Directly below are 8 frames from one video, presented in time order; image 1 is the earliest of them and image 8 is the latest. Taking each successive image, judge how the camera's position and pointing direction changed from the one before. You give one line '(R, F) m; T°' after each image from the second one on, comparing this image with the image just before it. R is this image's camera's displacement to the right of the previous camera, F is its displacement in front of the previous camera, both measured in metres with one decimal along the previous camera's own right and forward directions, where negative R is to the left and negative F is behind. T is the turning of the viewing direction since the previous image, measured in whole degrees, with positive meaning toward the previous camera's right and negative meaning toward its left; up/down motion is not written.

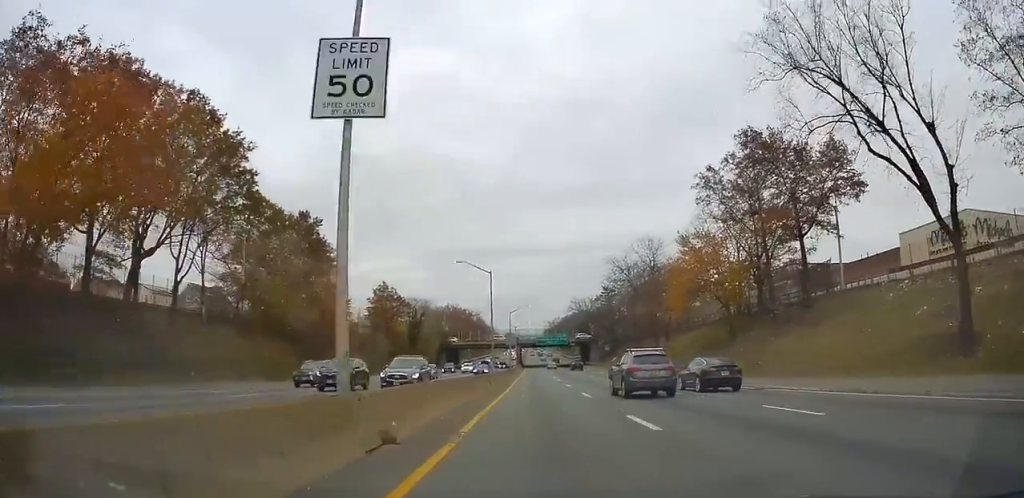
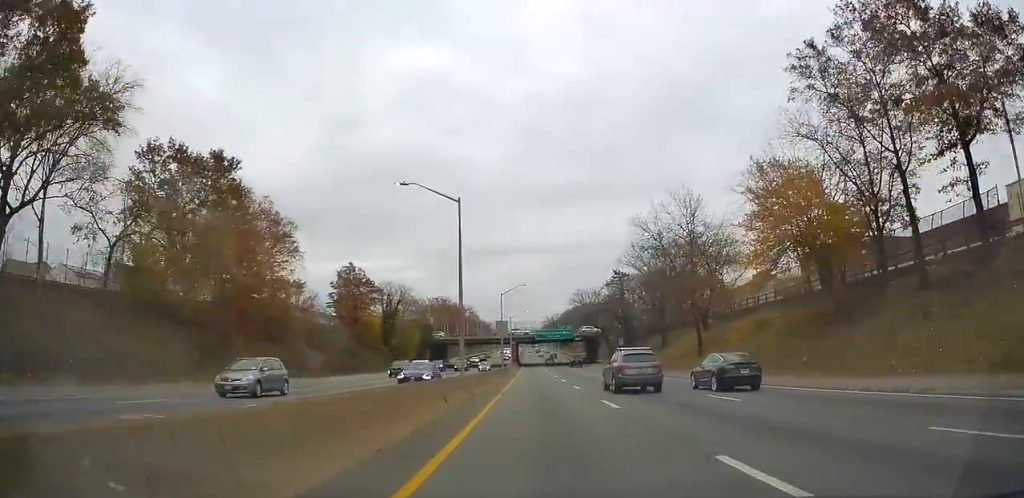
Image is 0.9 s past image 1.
(-0.5, +18.8) m; -1°
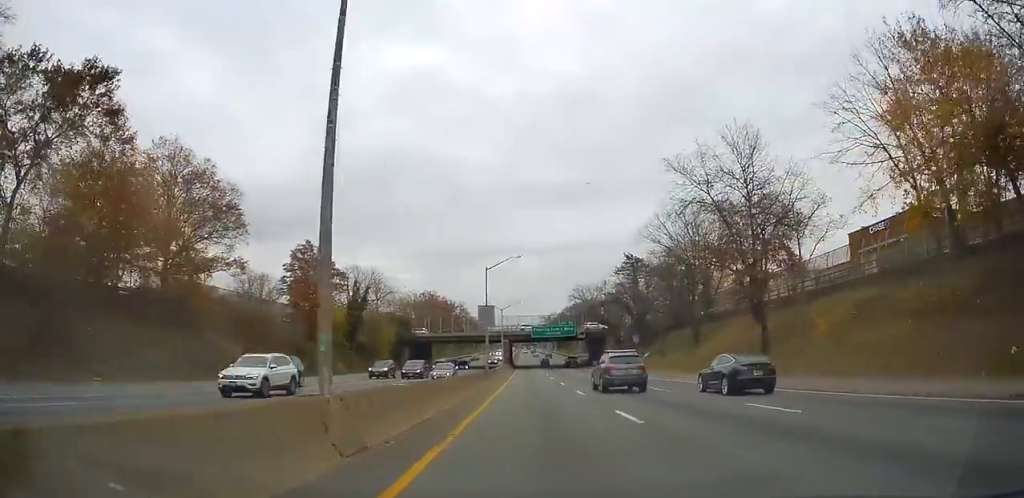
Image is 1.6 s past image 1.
(0.0, +16.1) m; +1°
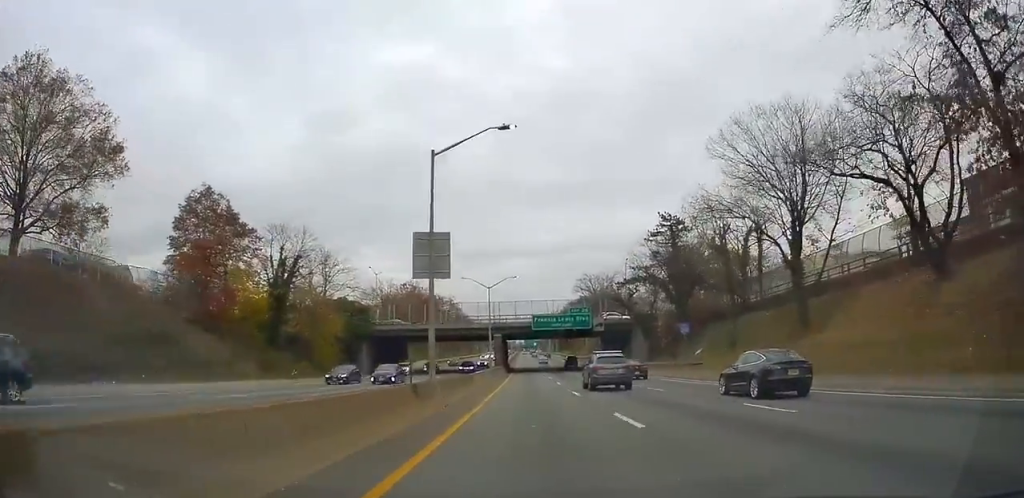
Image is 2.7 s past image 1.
(+0.4, +23.9) m; +1°
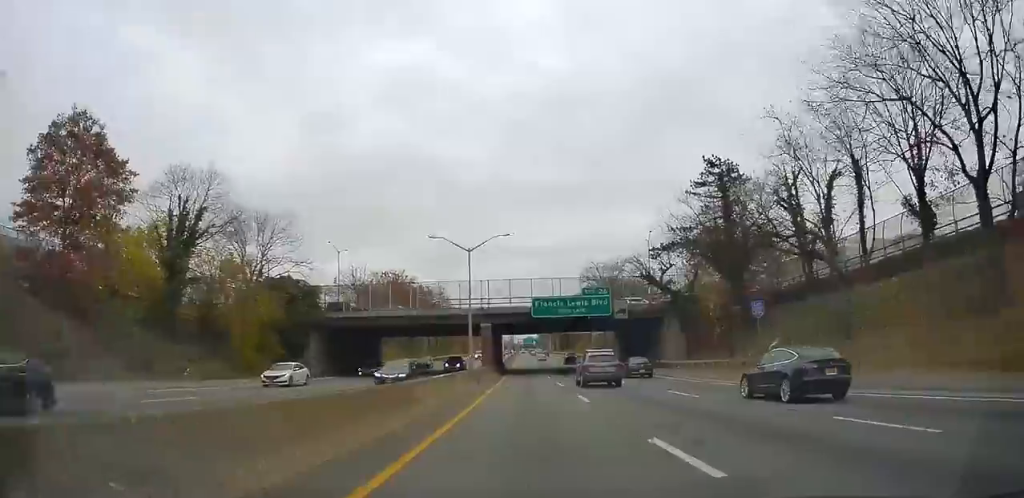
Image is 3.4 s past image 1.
(0.0, +17.0) m; -1°
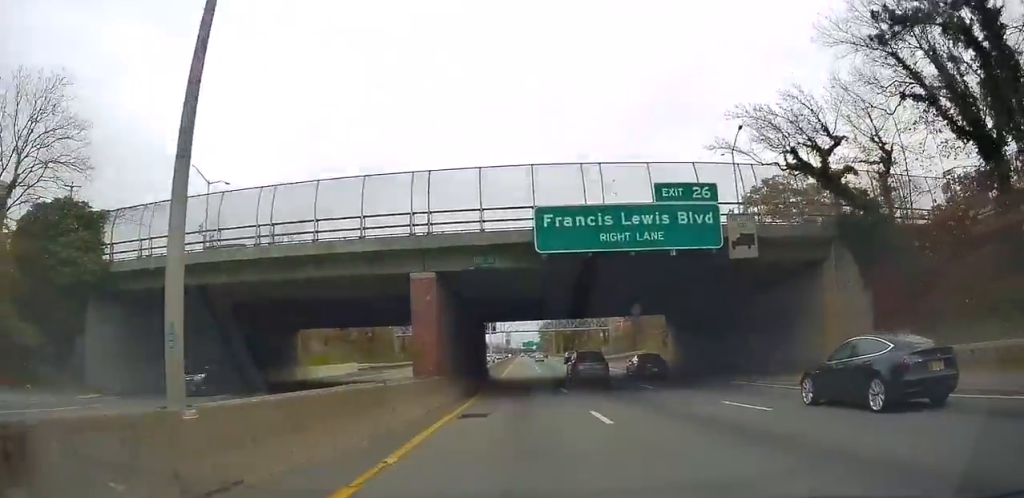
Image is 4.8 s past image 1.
(-0.2, +29.9) m; 0°
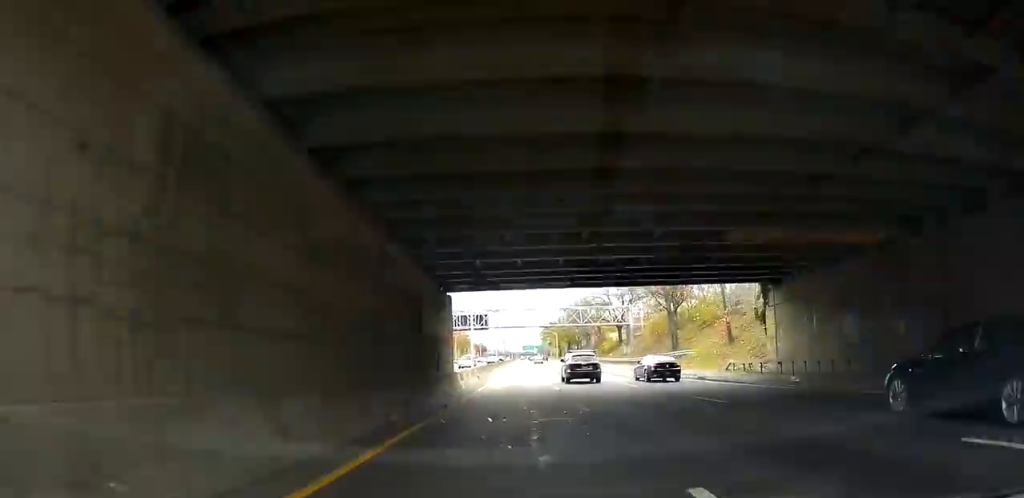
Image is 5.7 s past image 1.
(+0.1, +21.6) m; 0°
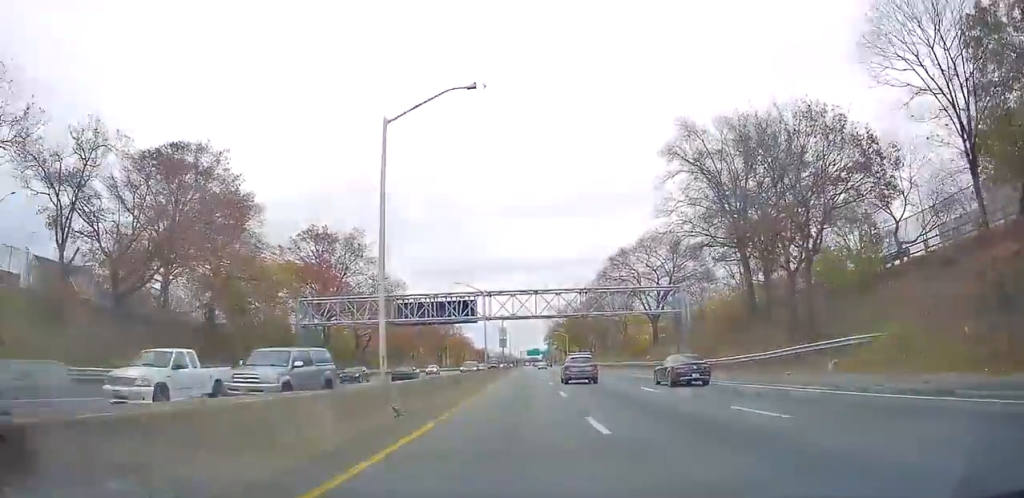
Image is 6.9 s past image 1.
(-0.1, +27.5) m; +1°
